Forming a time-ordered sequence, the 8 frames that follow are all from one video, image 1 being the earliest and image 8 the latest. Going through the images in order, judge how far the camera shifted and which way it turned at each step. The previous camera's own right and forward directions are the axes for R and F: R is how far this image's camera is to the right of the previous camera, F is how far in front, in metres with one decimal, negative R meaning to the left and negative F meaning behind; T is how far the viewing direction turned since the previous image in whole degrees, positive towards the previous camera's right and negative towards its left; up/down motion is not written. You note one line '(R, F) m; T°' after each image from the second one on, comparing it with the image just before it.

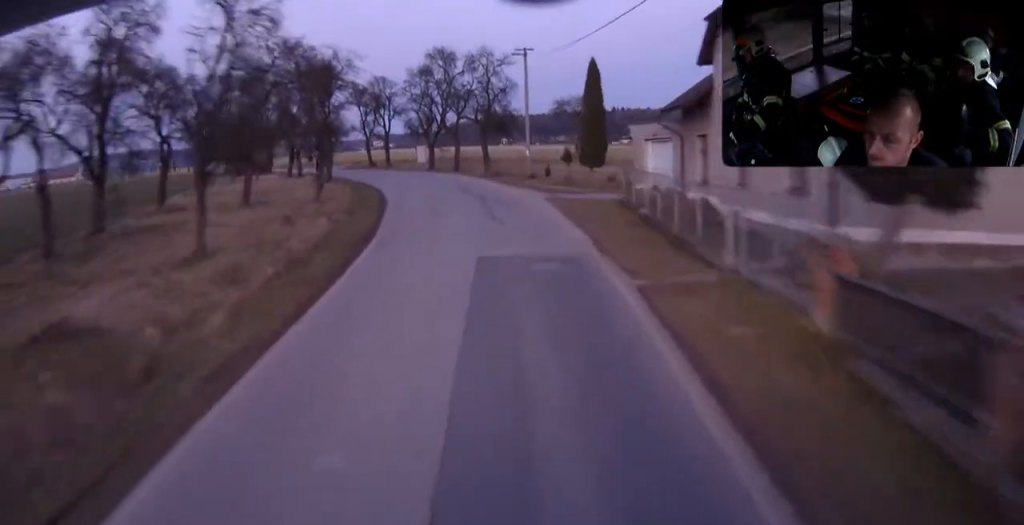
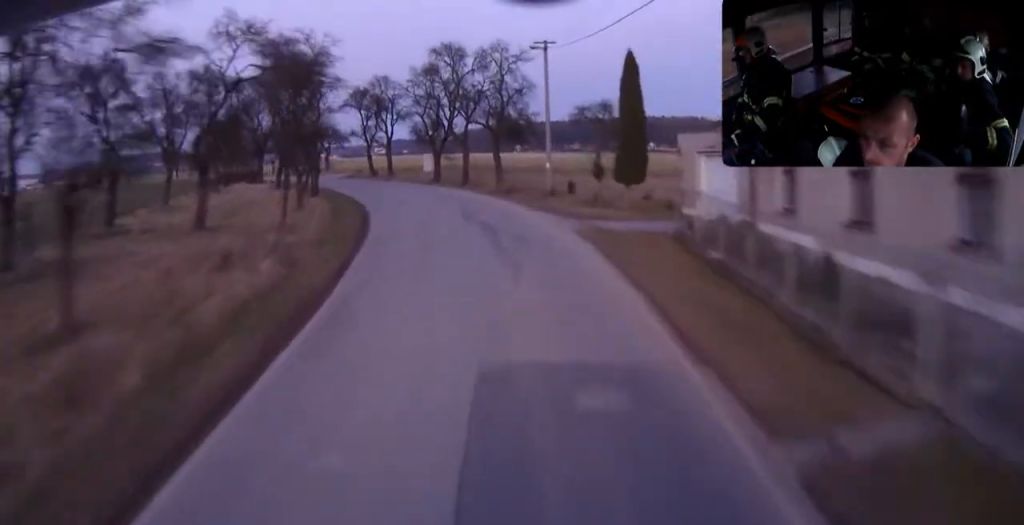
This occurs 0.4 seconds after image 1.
(-0.1, +6.8) m; -2°
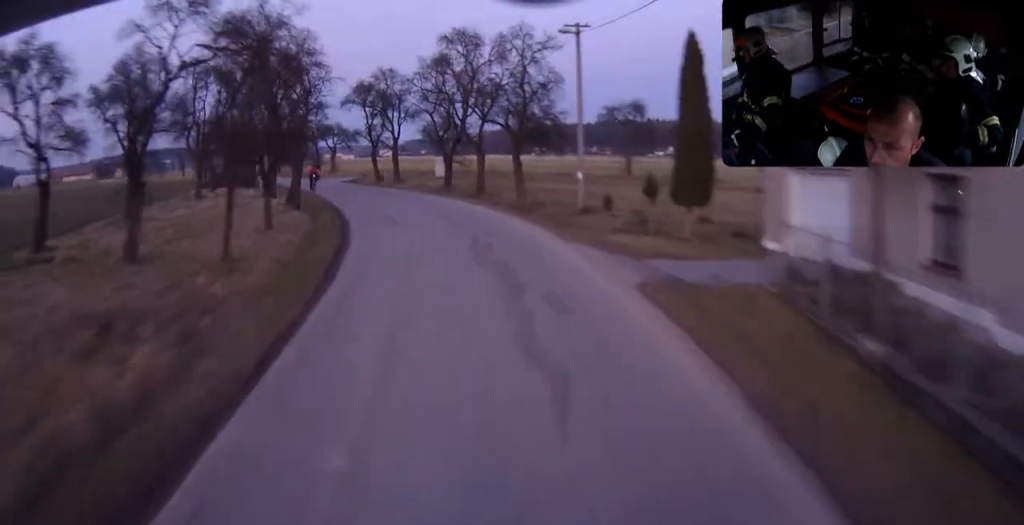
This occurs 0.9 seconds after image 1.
(-0.2, +6.9) m; -3°
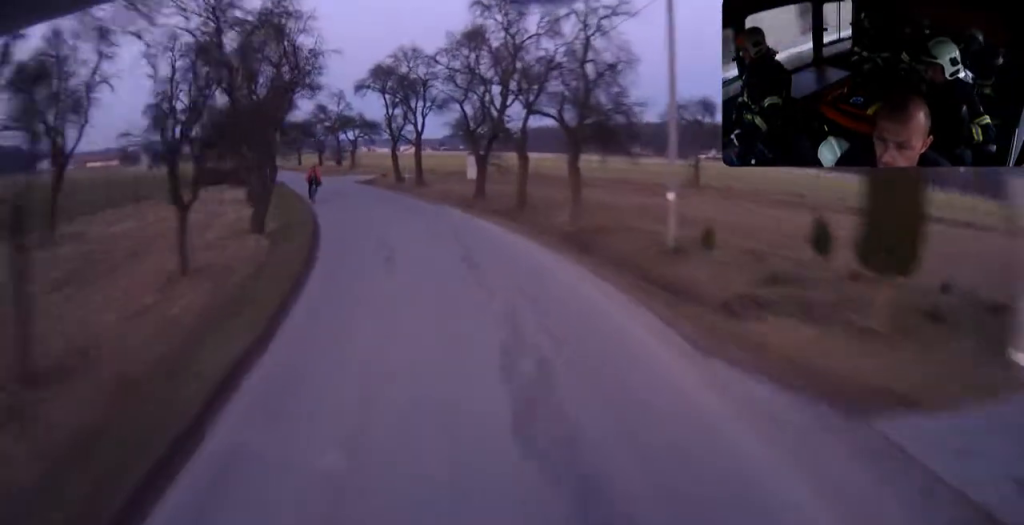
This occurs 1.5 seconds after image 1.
(+0.2, +10.2) m; -6°
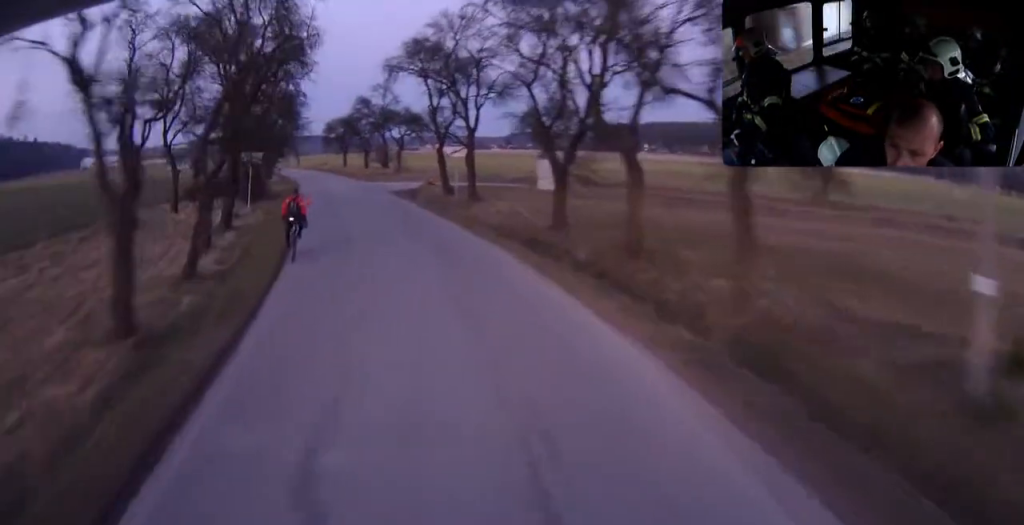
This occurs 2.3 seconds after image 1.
(-1.4, +12.4) m; -4°
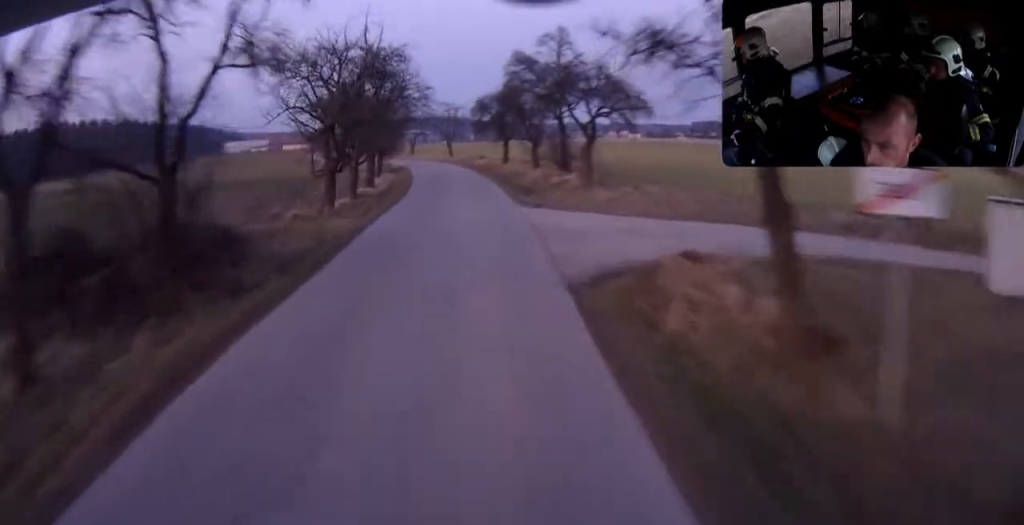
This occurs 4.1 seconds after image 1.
(-1.3, +28.9) m; -7°
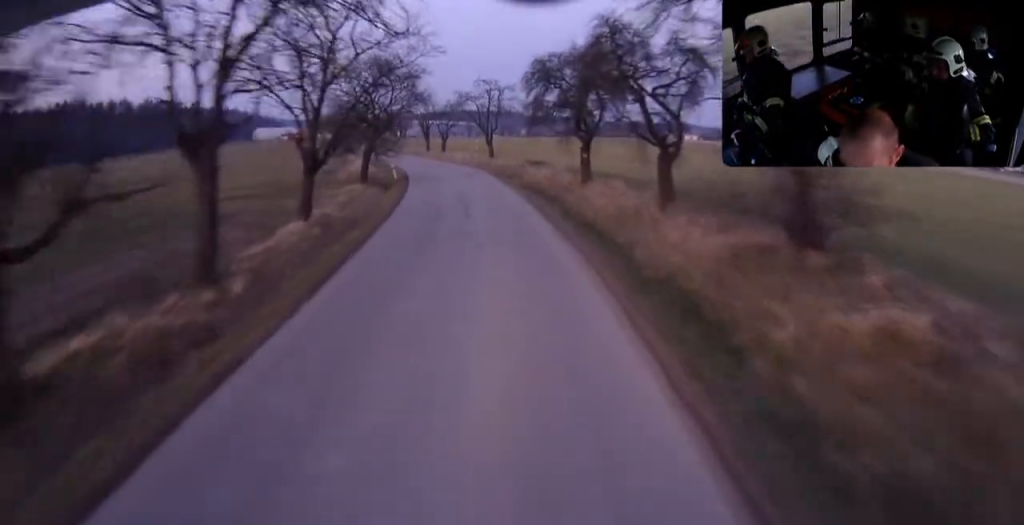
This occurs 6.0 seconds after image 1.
(-2.6, +30.1) m; -8°
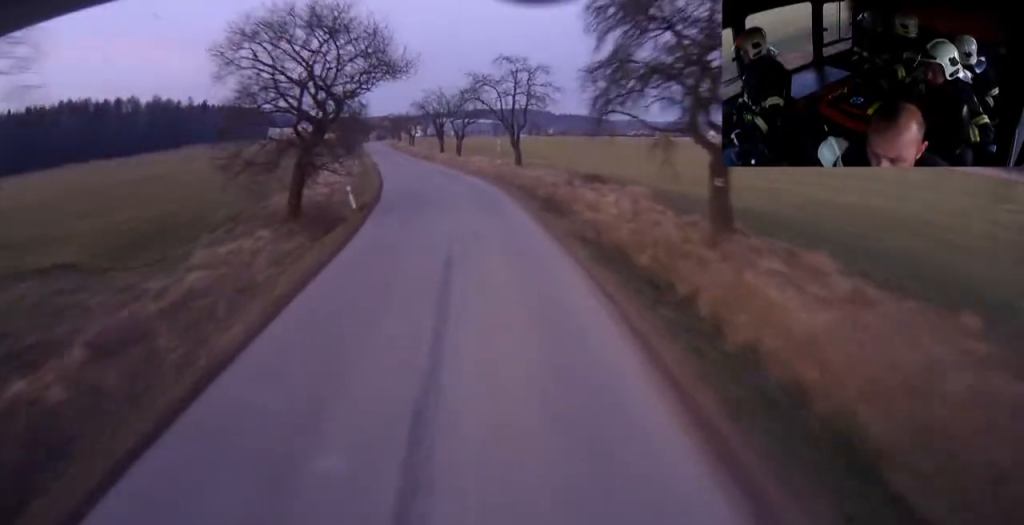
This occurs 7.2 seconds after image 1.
(-0.3, +19.2) m; -2°
